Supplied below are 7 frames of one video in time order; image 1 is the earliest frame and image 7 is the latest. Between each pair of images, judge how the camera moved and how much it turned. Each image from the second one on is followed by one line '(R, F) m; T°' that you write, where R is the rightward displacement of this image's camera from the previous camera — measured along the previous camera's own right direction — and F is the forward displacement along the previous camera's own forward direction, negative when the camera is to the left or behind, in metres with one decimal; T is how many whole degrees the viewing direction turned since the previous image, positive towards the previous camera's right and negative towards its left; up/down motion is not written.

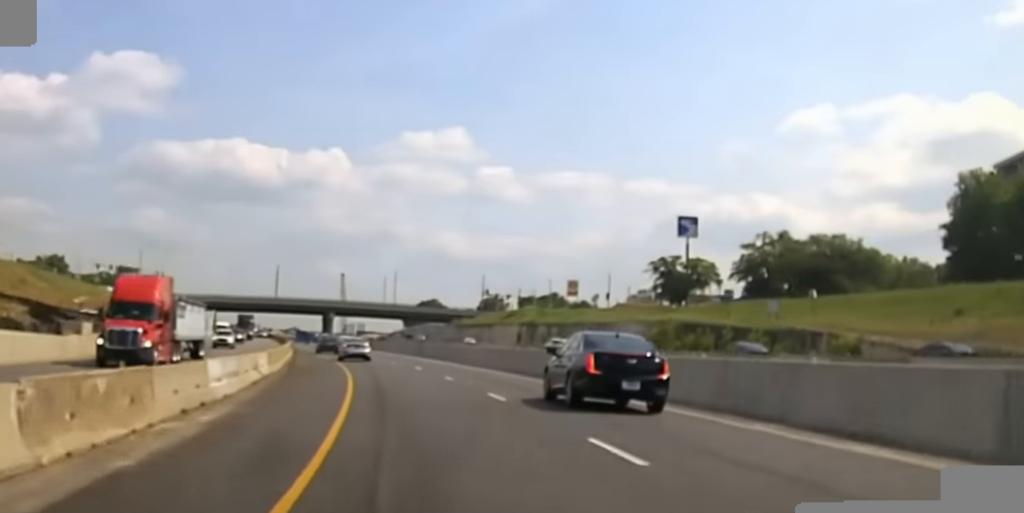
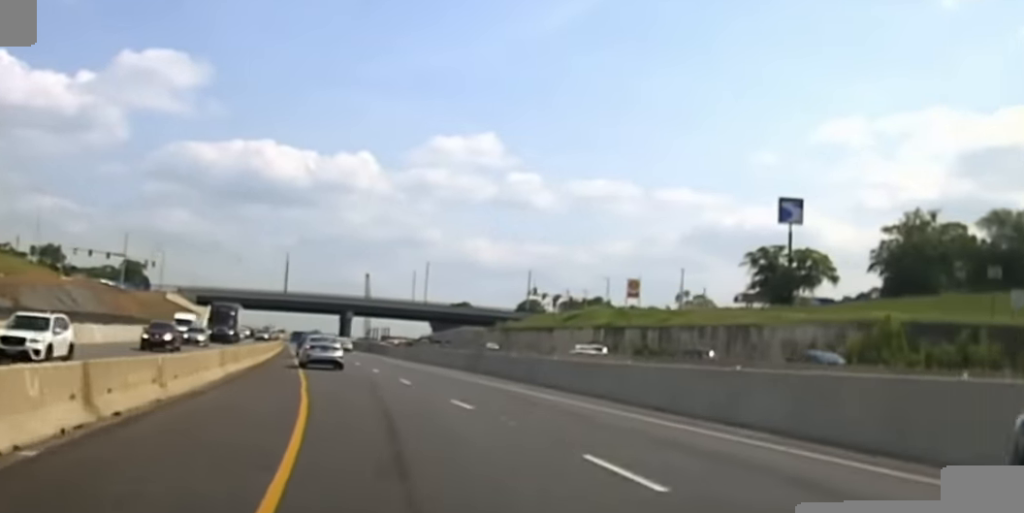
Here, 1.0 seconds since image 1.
(0.0, +39.4) m; 0°
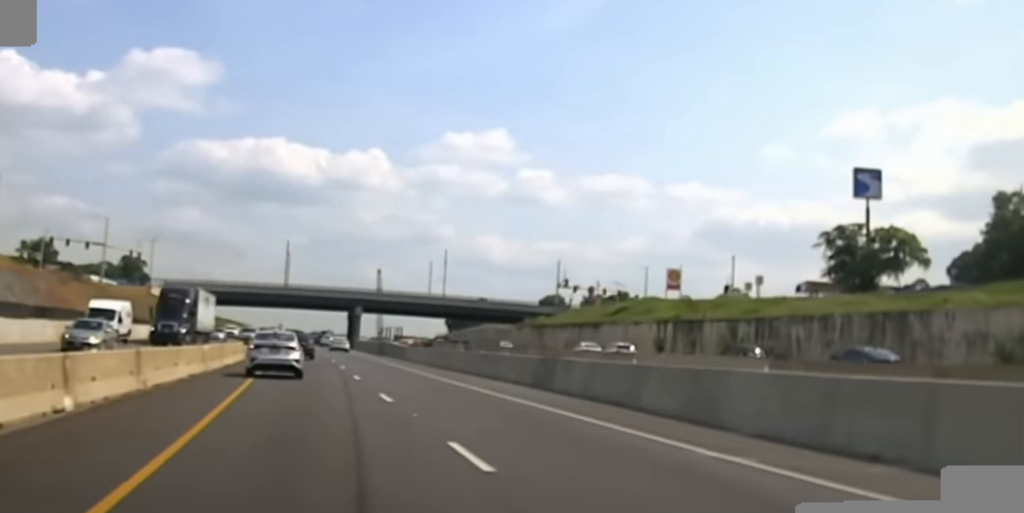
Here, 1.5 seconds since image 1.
(0.0, +22.9) m; 0°
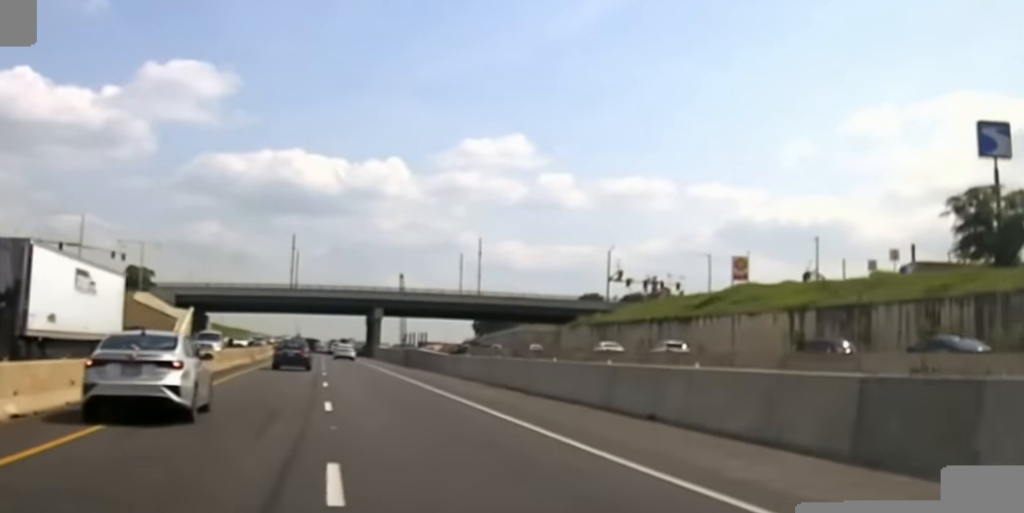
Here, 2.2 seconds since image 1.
(0.0, +27.3) m; 0°
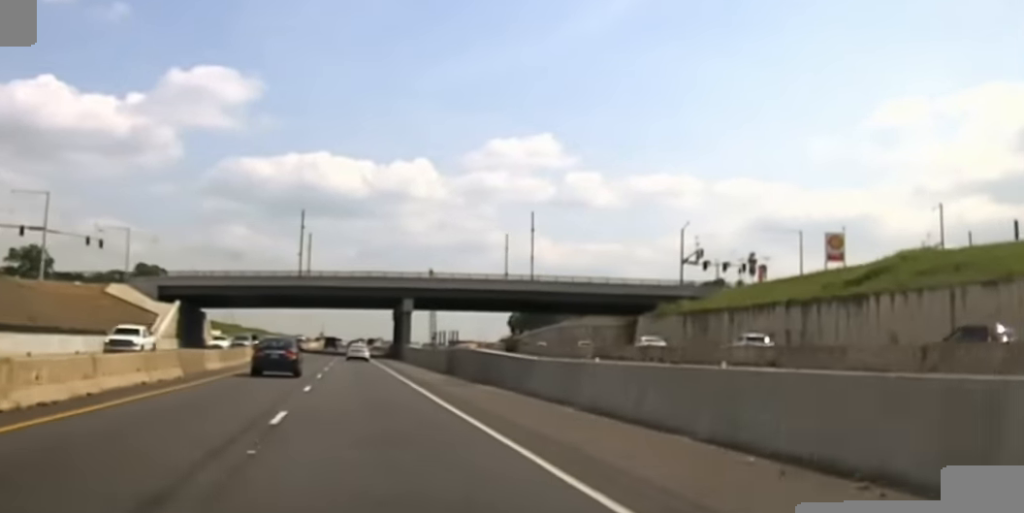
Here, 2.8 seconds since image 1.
(0.0, +28.9) m; 0°
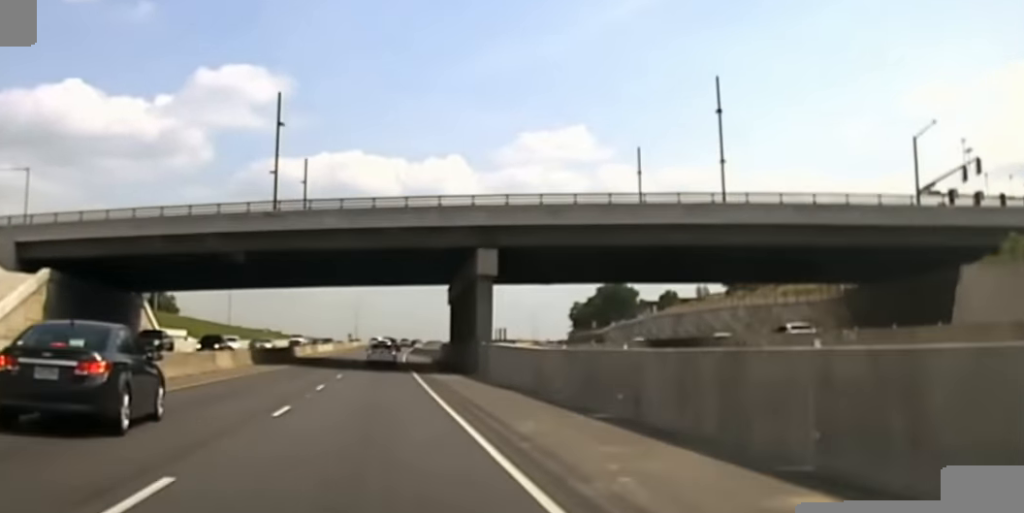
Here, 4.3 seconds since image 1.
(0.0, +63.3) m; -2°
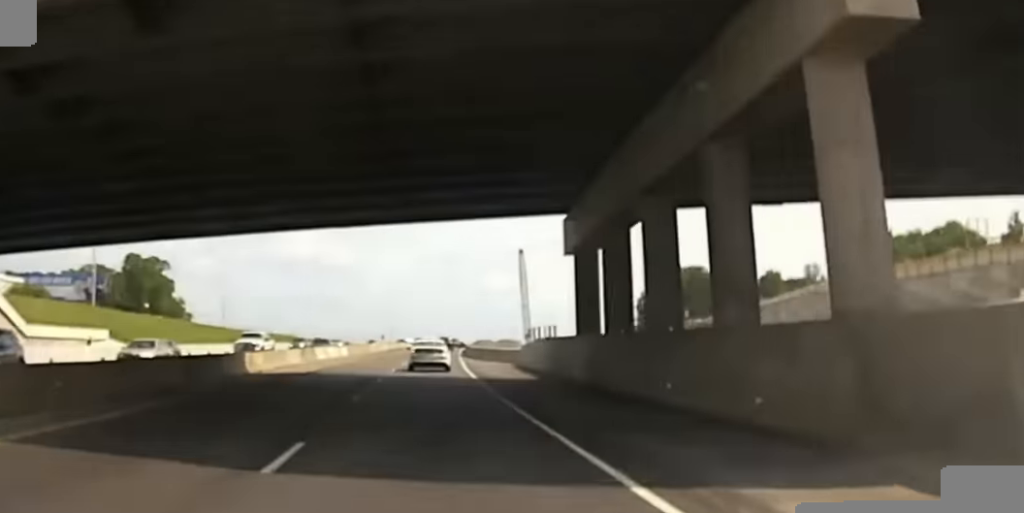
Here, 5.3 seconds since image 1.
(-1.9, +44.0) m; -3°
